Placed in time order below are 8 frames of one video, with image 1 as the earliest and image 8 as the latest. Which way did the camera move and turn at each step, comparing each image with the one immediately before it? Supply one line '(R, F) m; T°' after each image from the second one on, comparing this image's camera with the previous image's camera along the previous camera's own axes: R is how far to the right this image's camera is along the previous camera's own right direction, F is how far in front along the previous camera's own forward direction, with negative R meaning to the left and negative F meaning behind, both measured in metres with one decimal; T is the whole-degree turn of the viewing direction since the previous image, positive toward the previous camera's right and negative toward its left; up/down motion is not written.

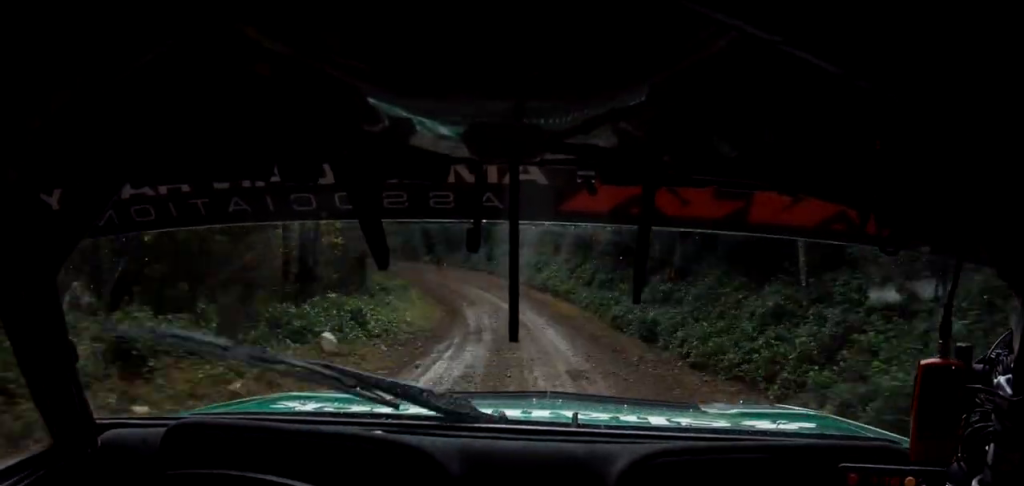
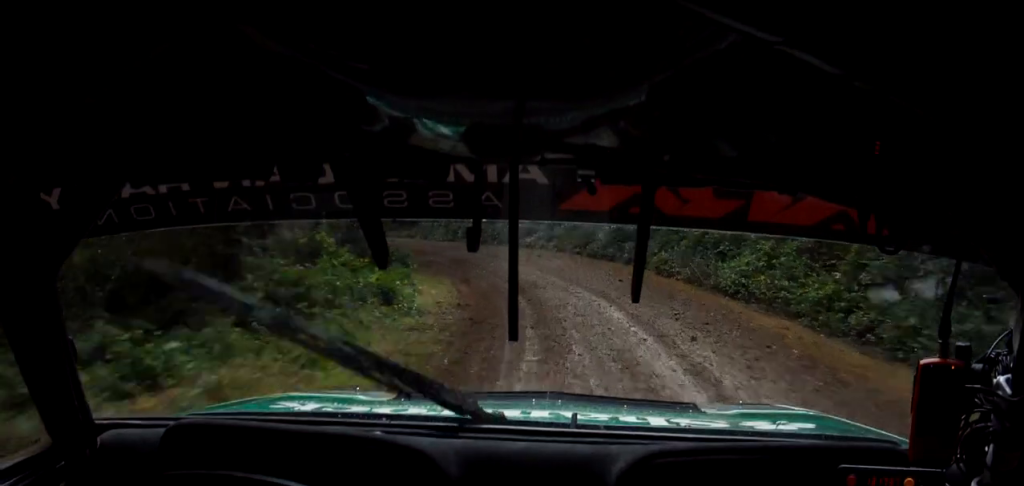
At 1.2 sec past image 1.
(-1.8, +18.4) m; -10°
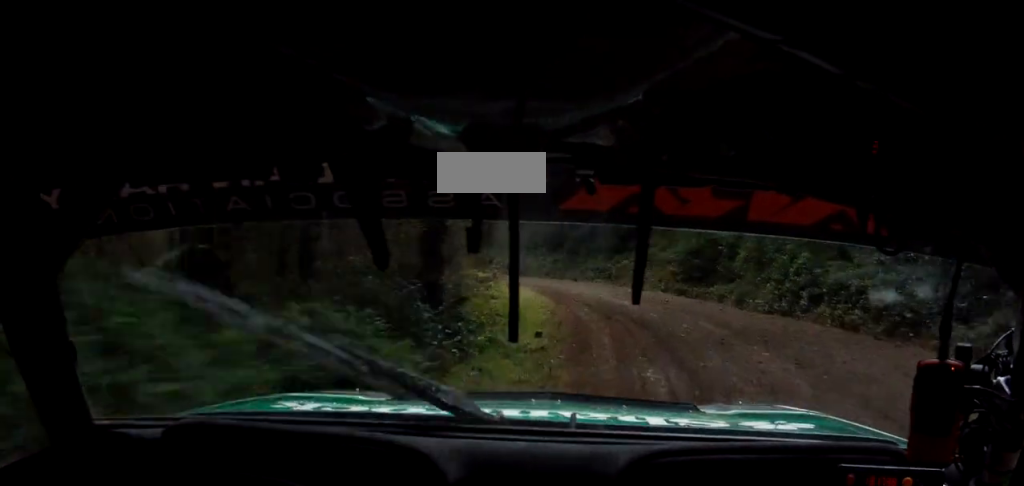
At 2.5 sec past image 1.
(-0.9, +21.3) m; -4°
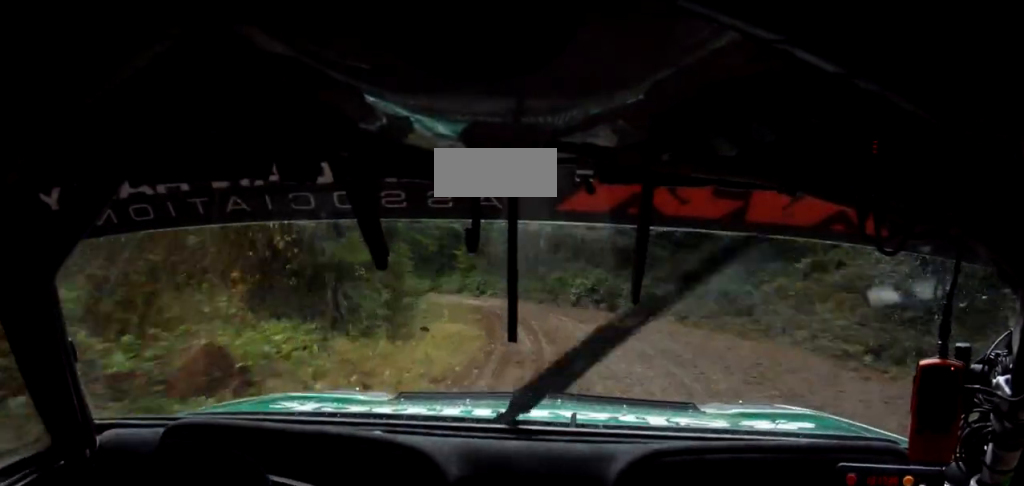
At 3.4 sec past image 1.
(-0.3, +16.9) m; -2°
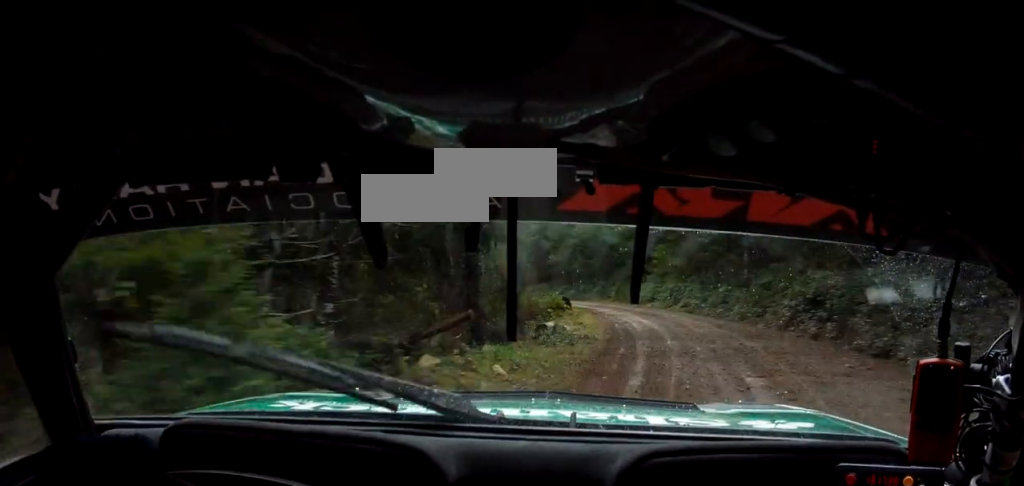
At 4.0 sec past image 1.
(-0.2, +10.3) m; -3°
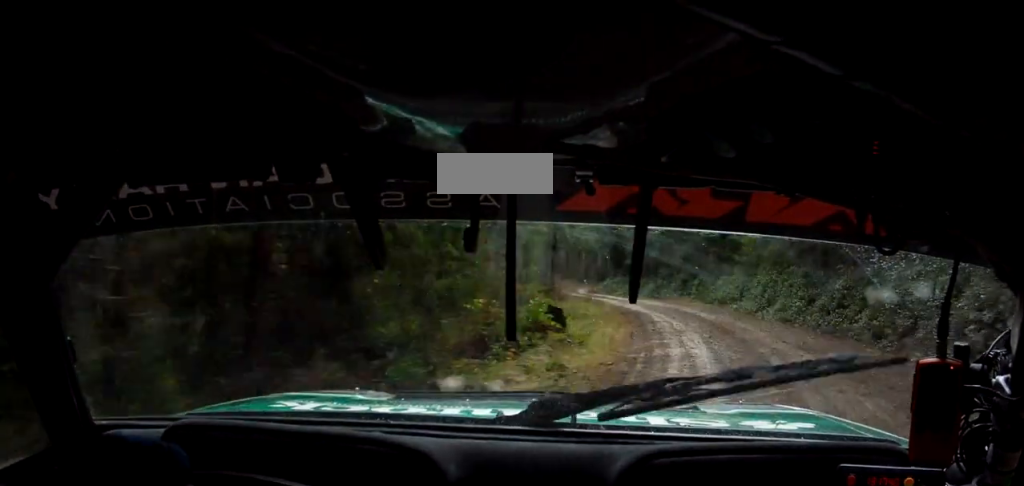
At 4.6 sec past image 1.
(+0.1, +10.5) m; -3°
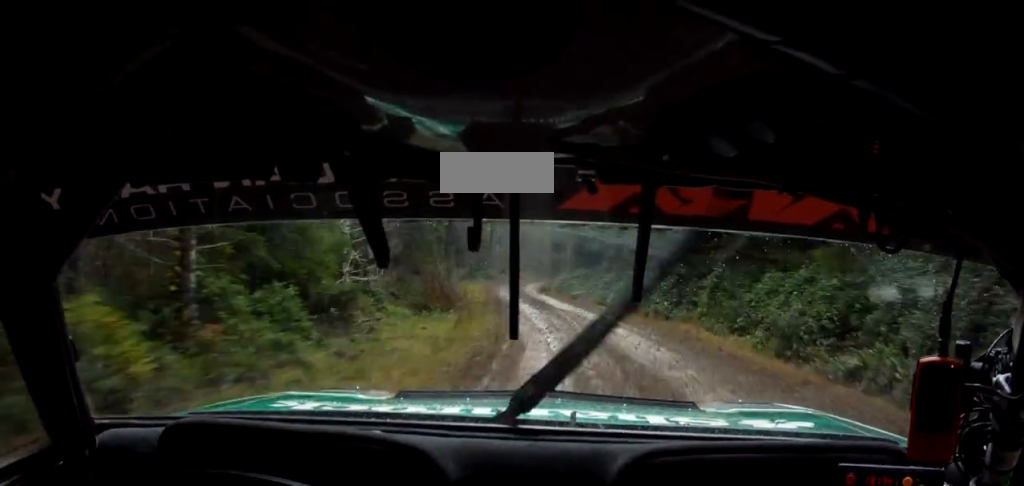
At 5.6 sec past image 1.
(-1.6, +21.2) m; -4°
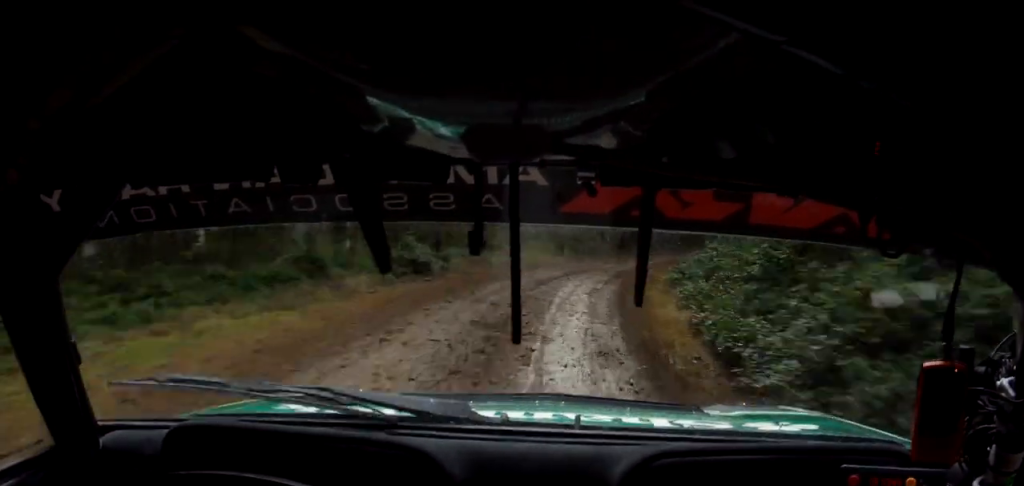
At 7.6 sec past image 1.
(-1.5, +50.3) m; -8°
